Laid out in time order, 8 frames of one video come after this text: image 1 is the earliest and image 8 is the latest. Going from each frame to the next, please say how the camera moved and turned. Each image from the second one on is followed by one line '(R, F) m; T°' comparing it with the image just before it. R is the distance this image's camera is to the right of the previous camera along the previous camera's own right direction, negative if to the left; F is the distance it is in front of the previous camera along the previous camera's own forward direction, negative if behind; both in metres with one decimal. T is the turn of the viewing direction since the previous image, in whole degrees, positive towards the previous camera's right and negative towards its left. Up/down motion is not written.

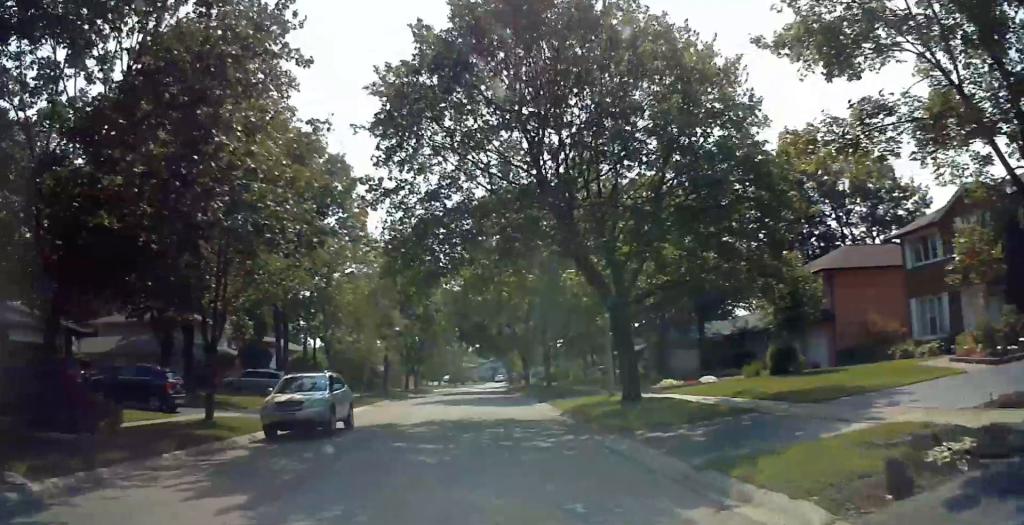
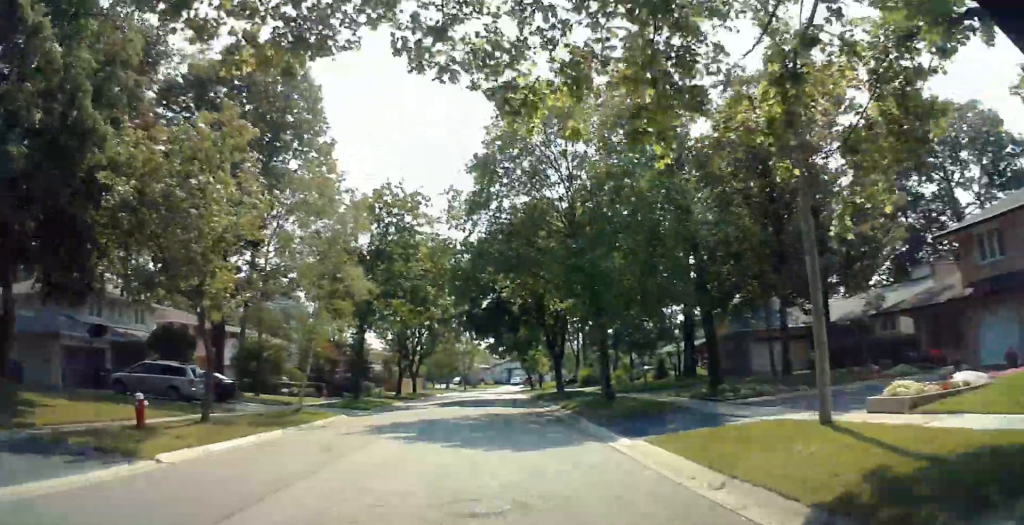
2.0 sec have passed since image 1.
(0.0, +16.9) m; -3°
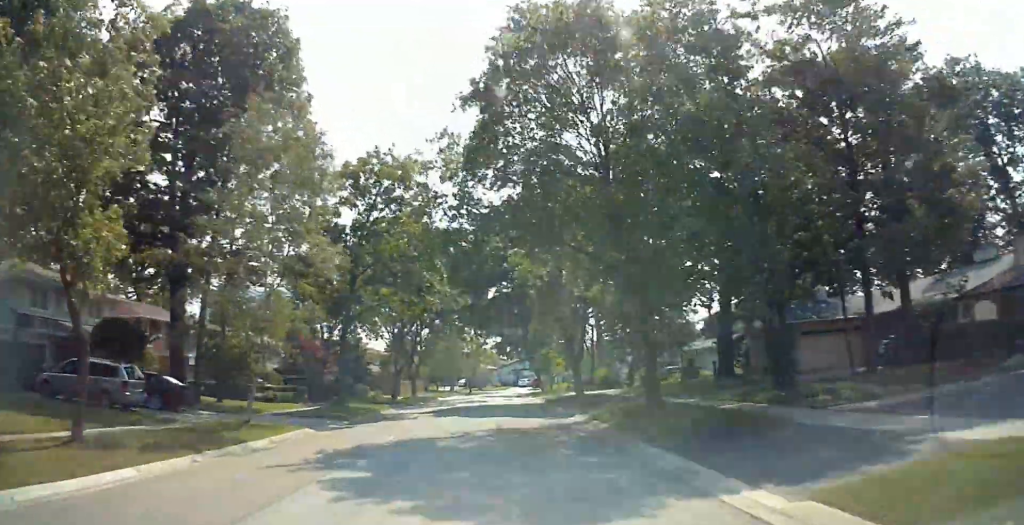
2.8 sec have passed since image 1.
(+0.2, +6.6) m; +2°
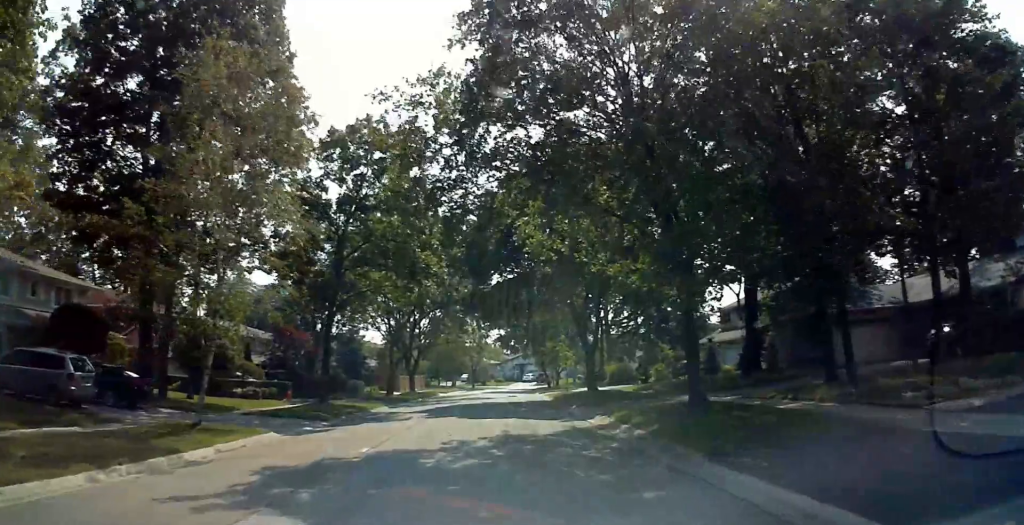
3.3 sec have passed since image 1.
(0.0, +3.9) m; 0°
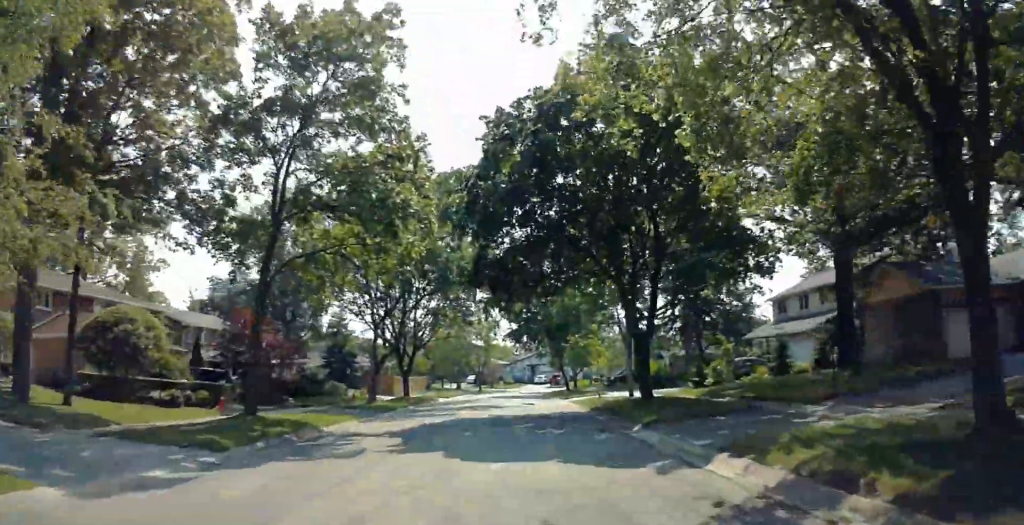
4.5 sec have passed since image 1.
(0.0, +10.1) m; 0°
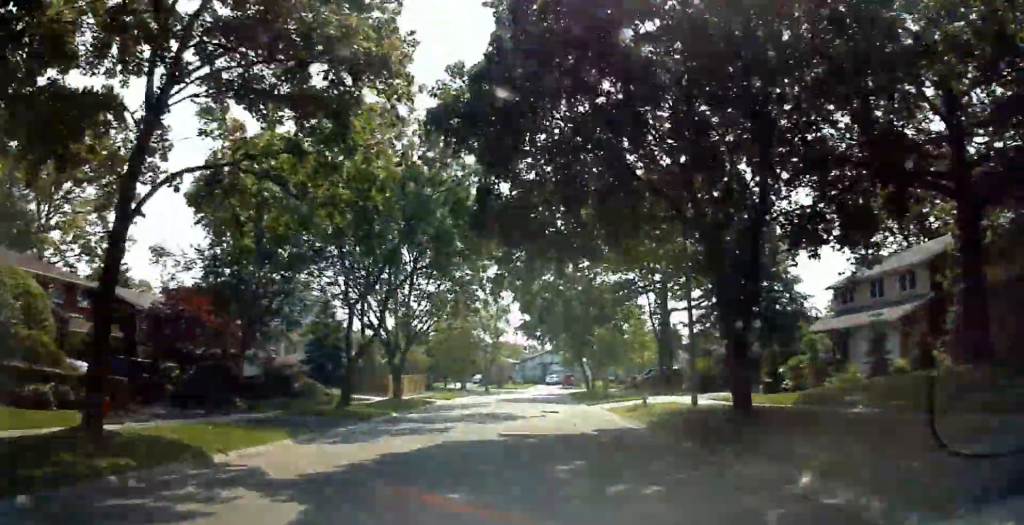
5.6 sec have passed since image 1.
(0.0, +8.8) m; 0°
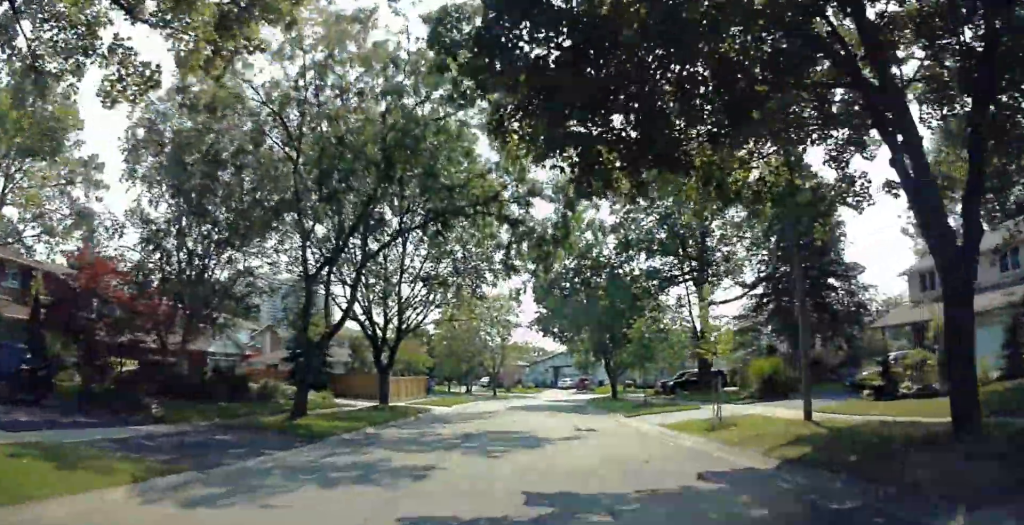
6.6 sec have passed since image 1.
(0.0, +8.0) m; 0°
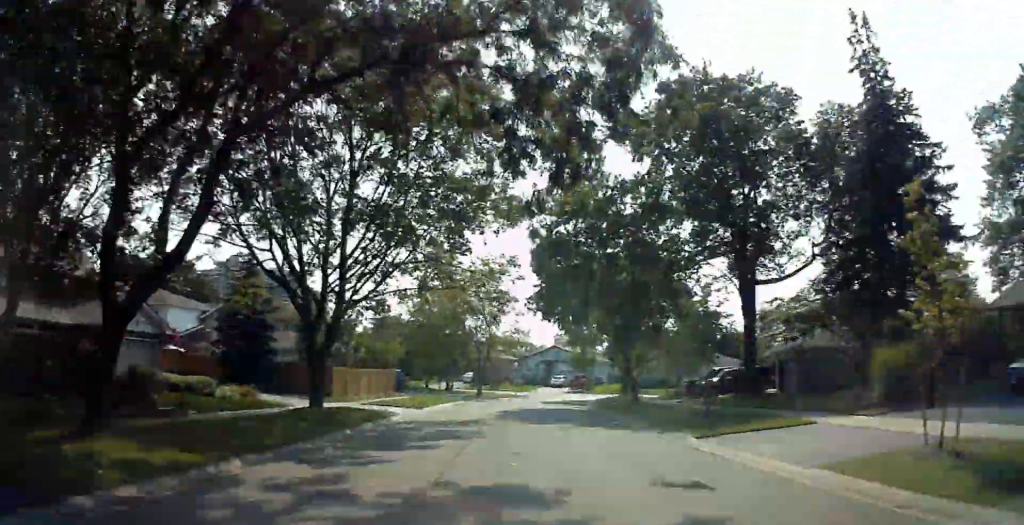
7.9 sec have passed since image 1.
(0.0, +10.8) m; -2°
